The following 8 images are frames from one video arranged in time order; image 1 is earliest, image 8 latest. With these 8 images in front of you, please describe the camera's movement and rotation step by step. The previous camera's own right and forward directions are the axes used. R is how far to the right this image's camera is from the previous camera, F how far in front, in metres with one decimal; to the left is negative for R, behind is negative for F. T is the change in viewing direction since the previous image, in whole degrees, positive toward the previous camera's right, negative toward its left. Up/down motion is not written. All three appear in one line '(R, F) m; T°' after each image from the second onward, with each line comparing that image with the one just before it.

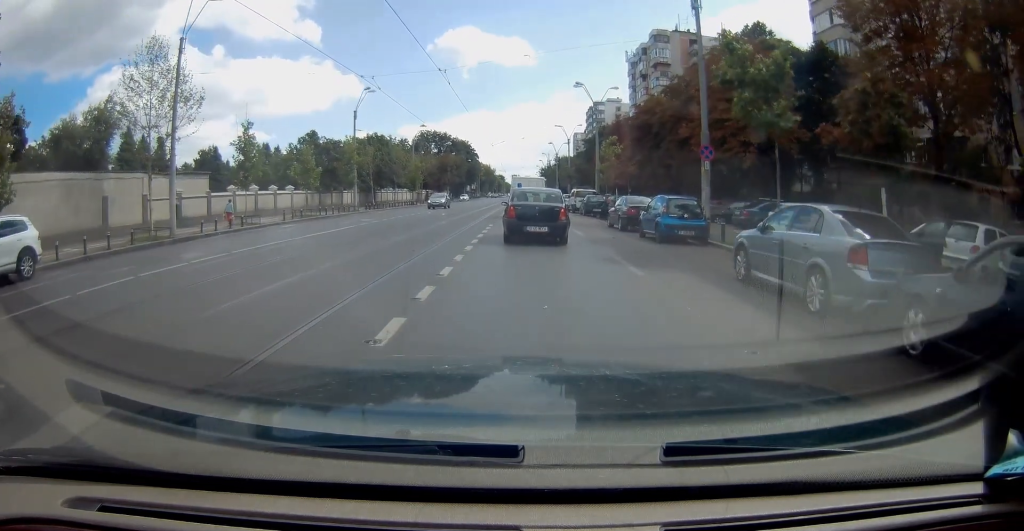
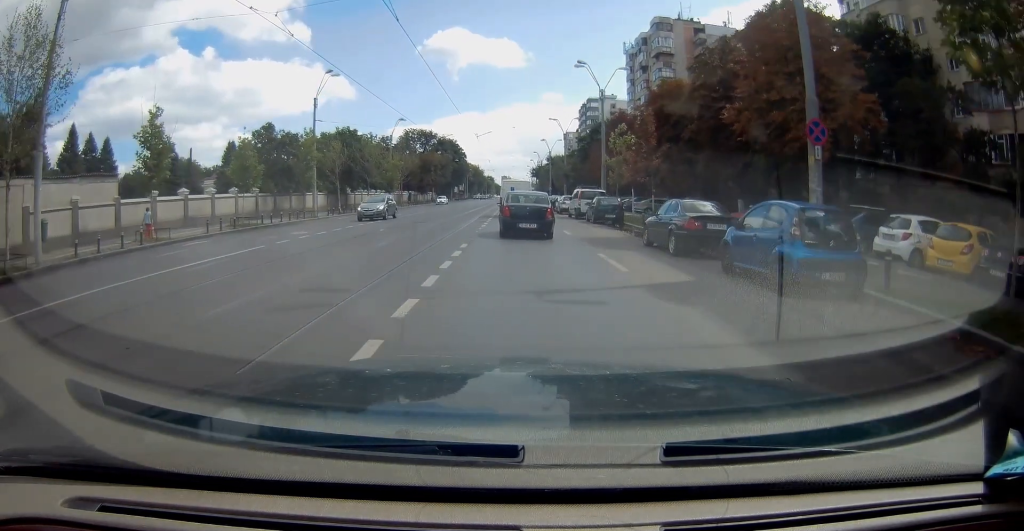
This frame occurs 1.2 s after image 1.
(-0.5, +8.8) m; 0°
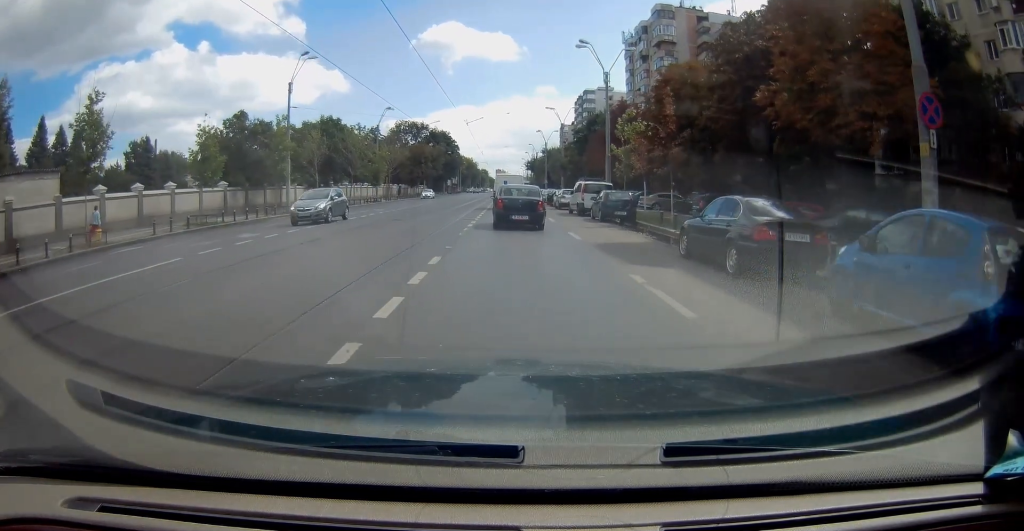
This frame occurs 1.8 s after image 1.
(+0.4, +4.4) m; +1°
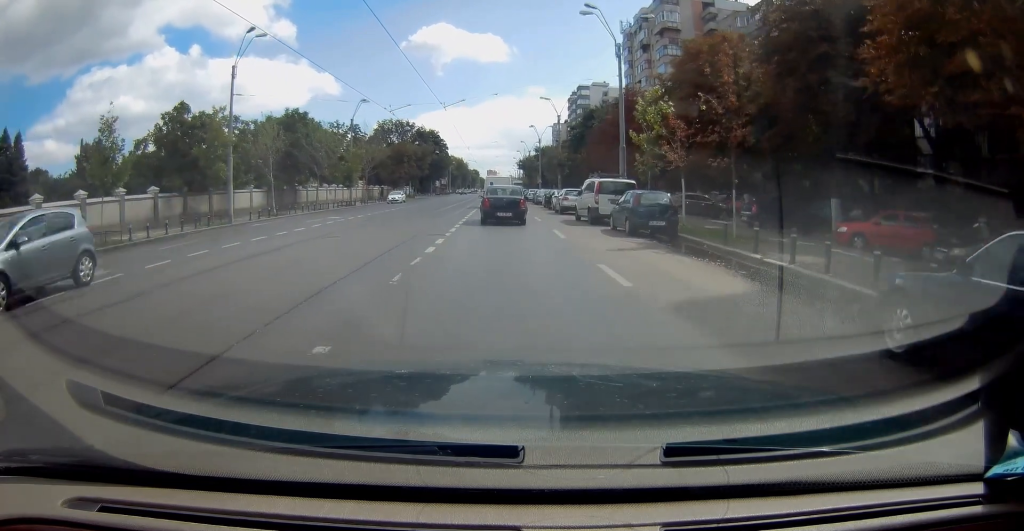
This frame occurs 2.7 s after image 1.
(0.0, +8.2) m; -2°
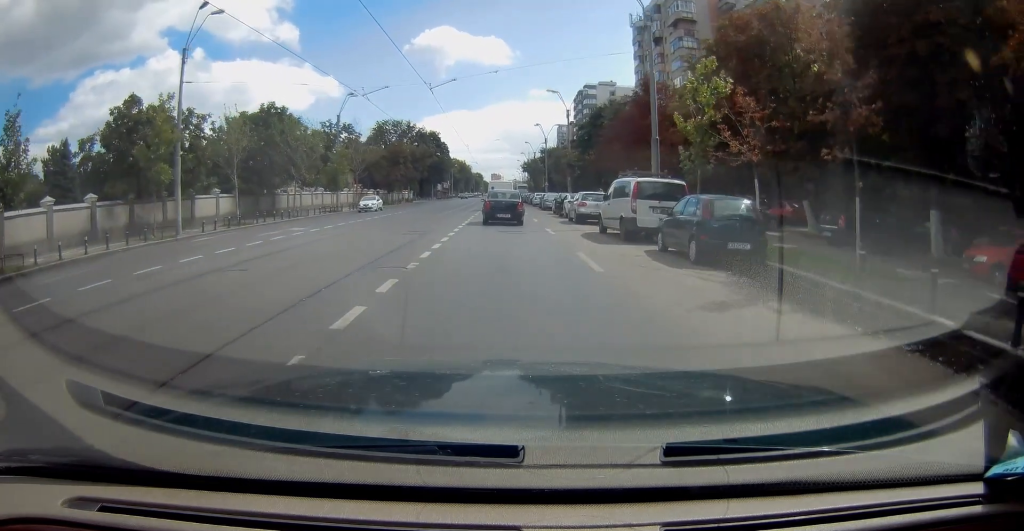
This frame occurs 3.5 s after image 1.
(-0.2, +6.7) m; -1°
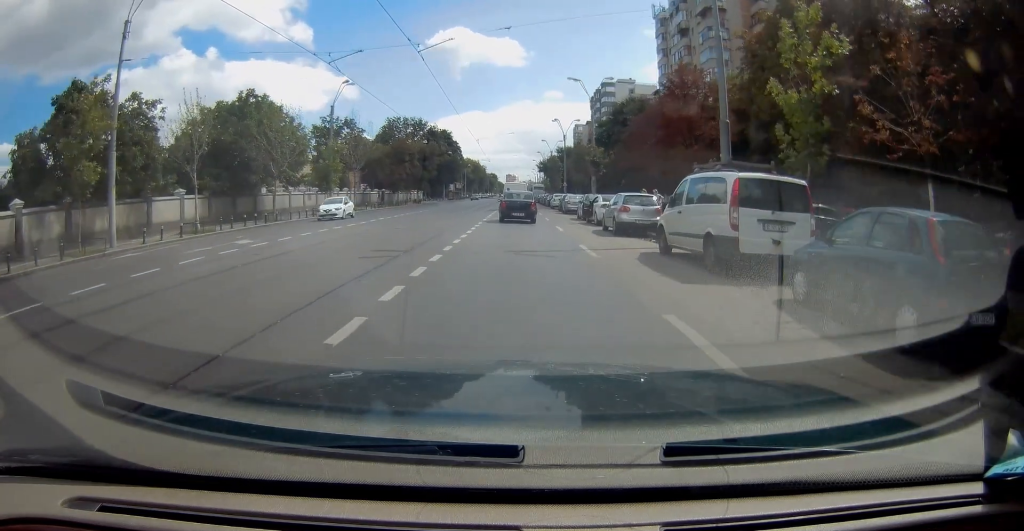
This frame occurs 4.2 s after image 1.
(-0.1, +6.7) m; +1°
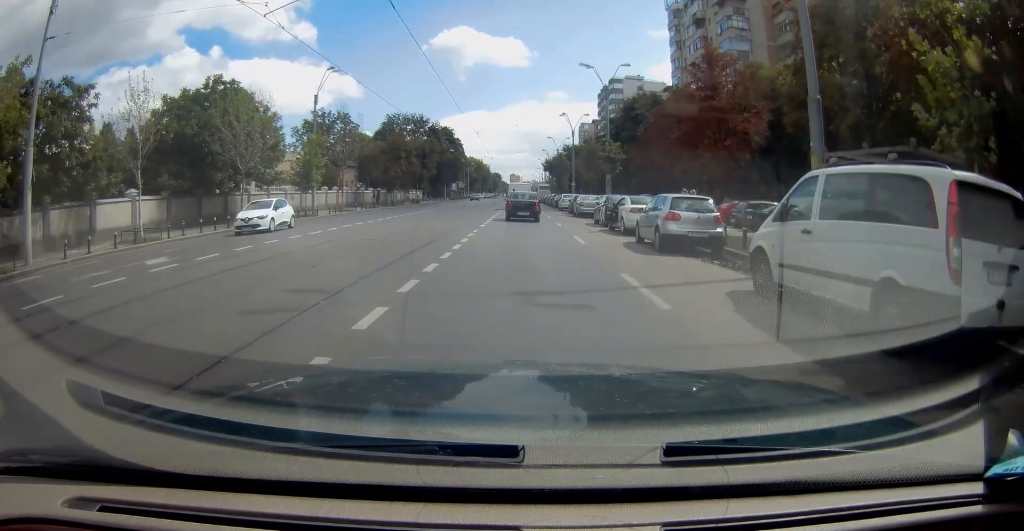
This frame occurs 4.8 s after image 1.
(+0.2, +5.6) m; 0°
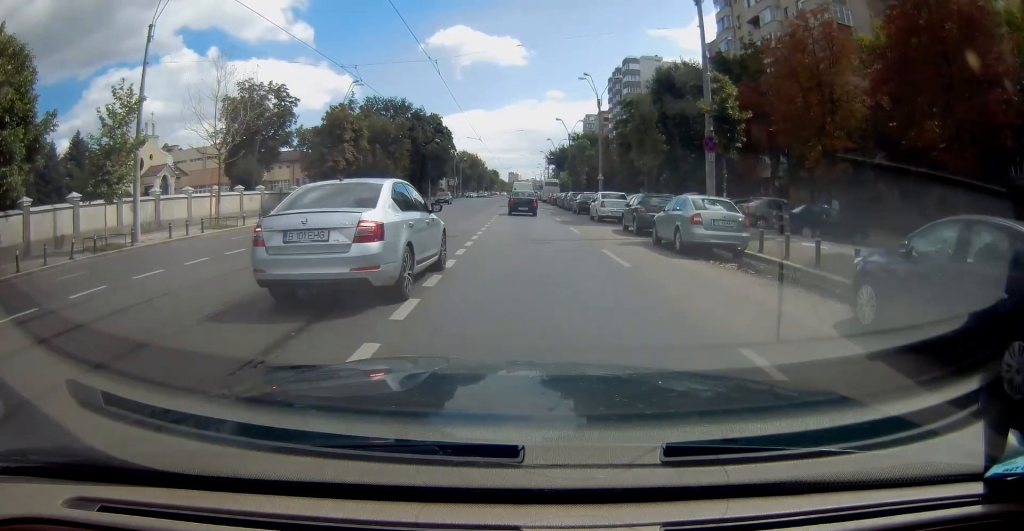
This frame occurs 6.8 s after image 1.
(-0.6, +22.6) m; -2°
